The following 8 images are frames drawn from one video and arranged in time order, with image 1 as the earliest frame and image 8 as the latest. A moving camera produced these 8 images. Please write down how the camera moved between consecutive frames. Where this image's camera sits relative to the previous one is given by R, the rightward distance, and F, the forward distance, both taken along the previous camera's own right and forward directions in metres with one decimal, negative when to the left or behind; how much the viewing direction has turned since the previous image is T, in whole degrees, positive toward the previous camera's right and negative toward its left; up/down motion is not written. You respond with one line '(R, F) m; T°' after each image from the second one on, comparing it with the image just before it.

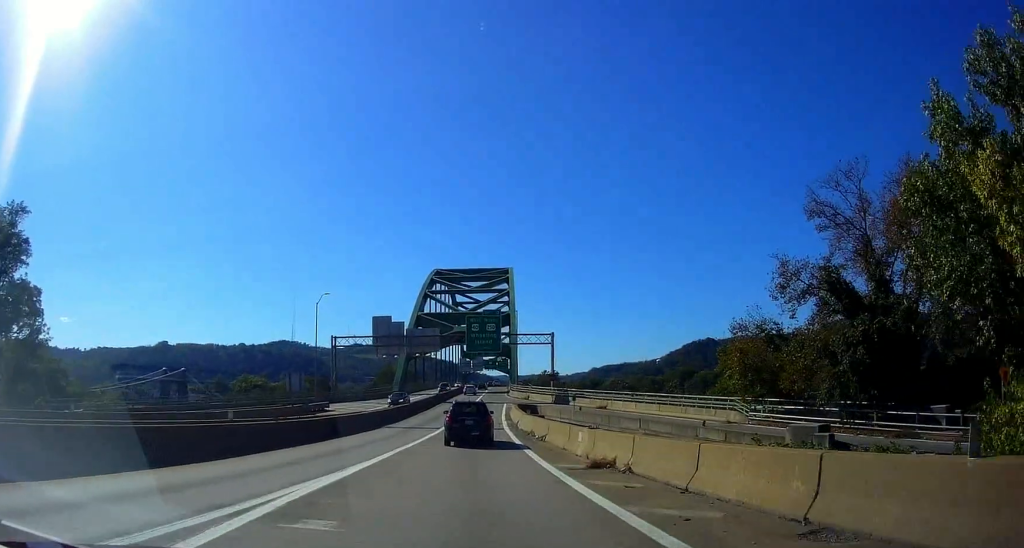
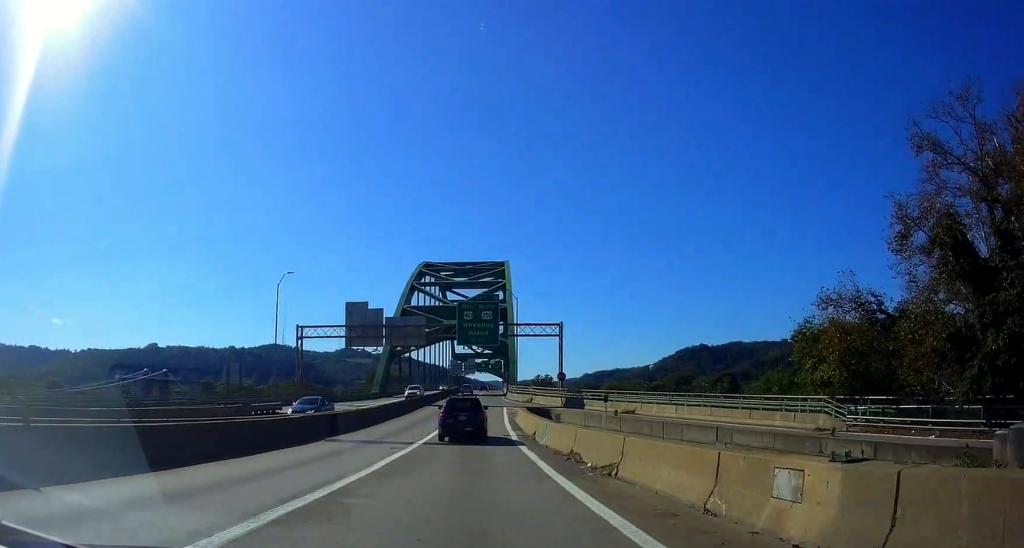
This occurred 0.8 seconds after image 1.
(+0.1, +13.5) m; 0°
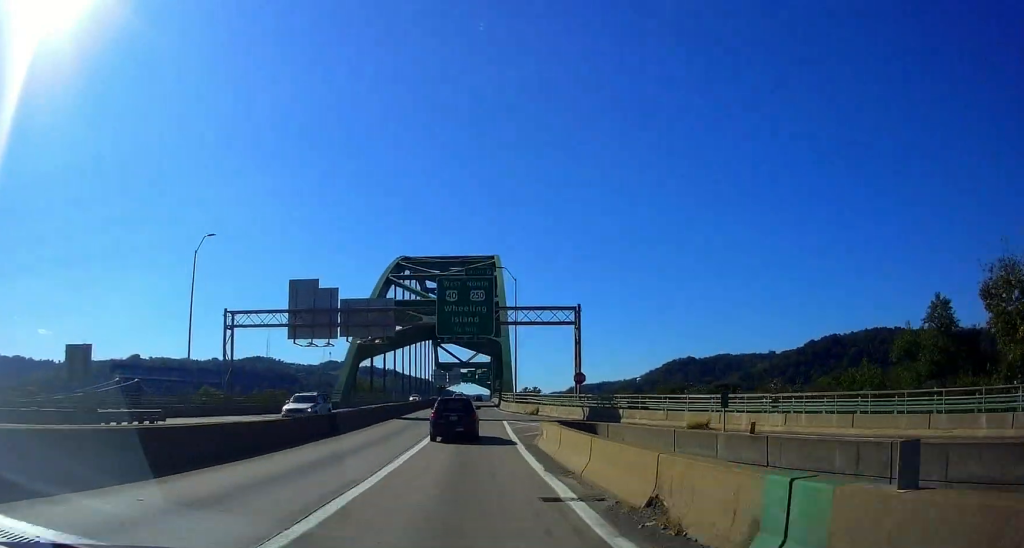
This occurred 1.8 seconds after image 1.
(0.0, +17.6) m; +2°
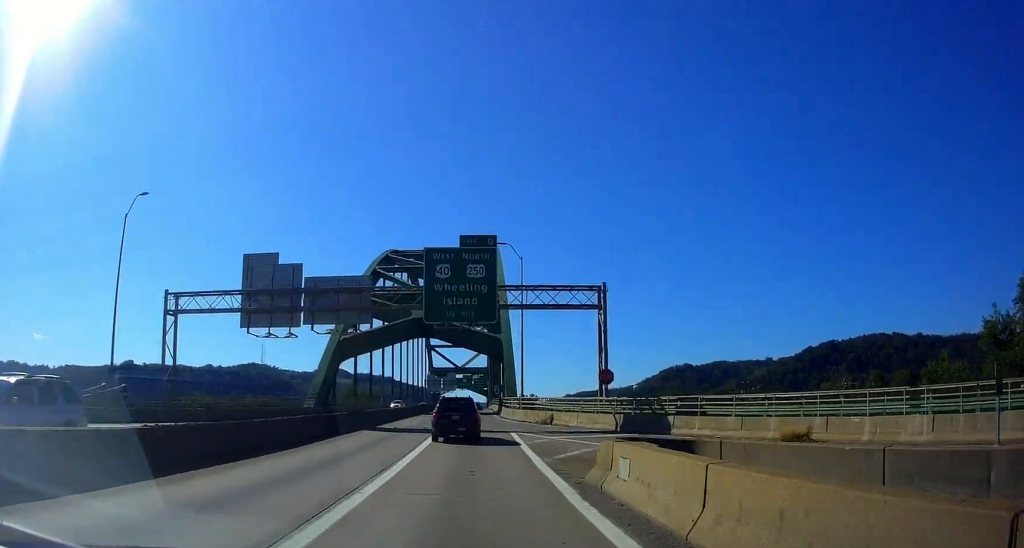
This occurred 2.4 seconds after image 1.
(+0.3, +10.2) m; +2°
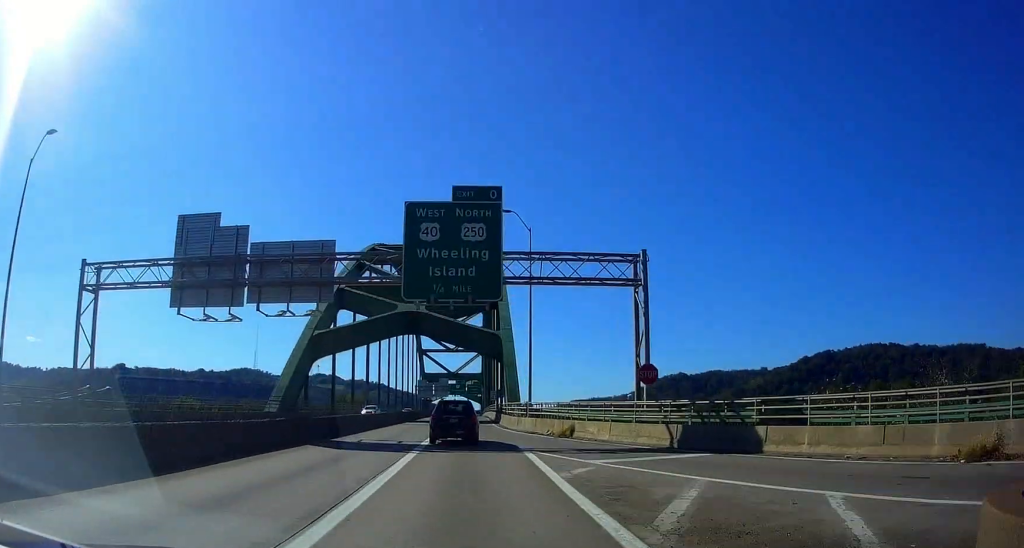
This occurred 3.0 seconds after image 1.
(+0.2, +9.7) m; +2°
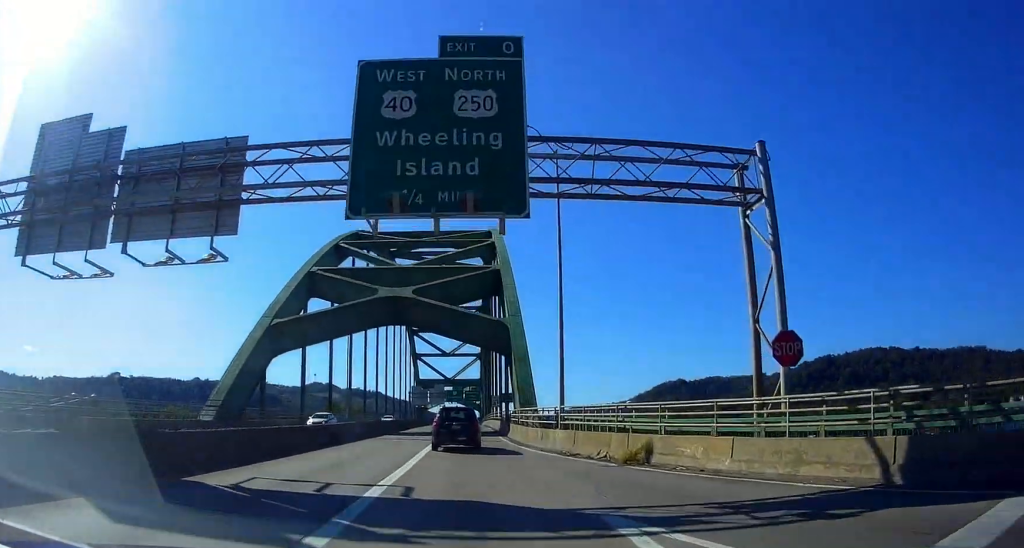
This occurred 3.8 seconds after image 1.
(+0.1, +12.7) m; -2°
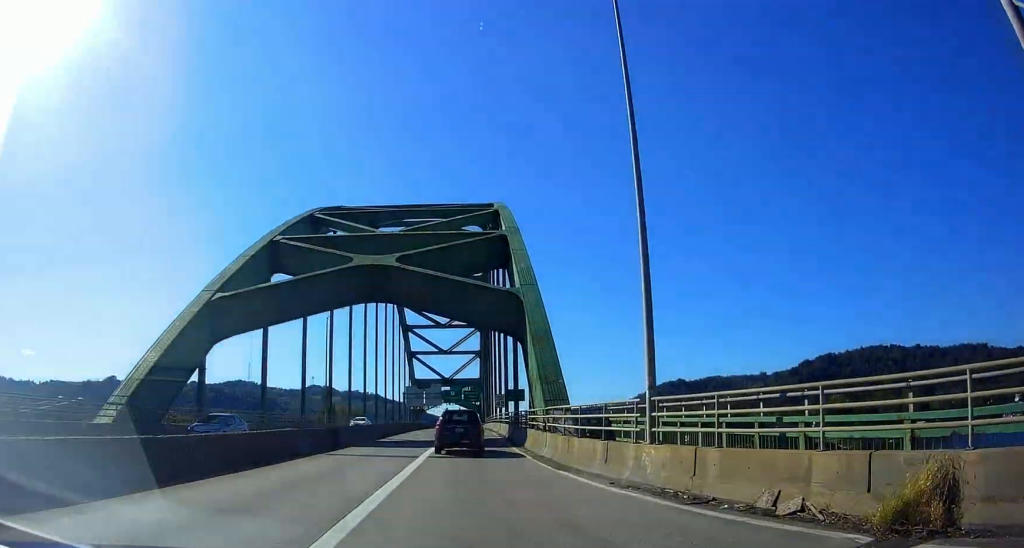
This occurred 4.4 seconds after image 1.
(-0.3, +11.6) m; -1°
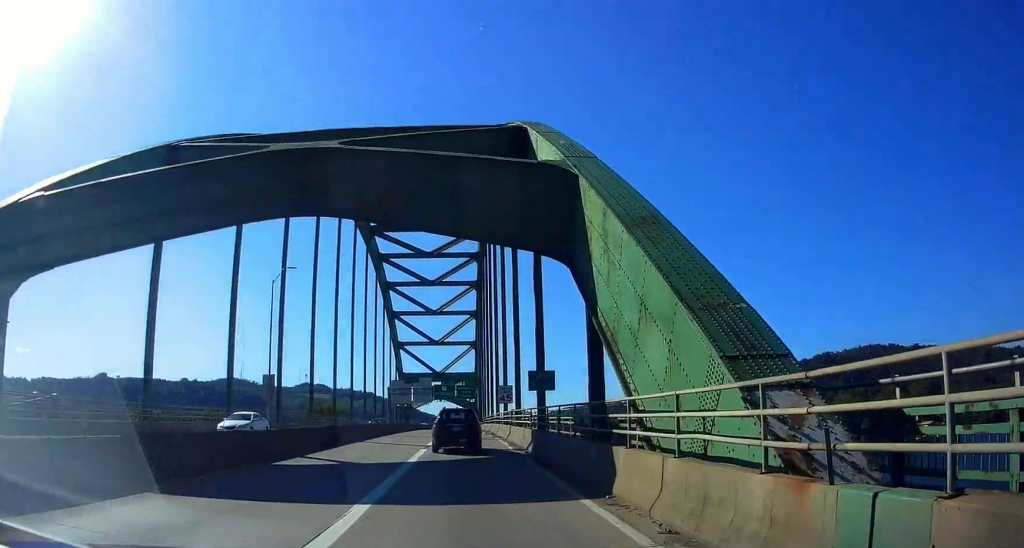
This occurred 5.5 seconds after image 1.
(-0.1, +18.1) m; +2°
